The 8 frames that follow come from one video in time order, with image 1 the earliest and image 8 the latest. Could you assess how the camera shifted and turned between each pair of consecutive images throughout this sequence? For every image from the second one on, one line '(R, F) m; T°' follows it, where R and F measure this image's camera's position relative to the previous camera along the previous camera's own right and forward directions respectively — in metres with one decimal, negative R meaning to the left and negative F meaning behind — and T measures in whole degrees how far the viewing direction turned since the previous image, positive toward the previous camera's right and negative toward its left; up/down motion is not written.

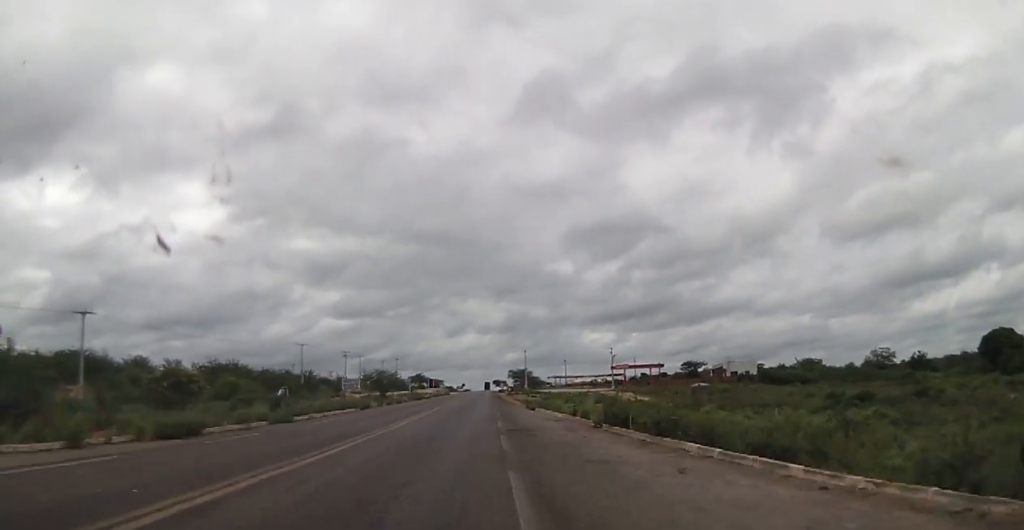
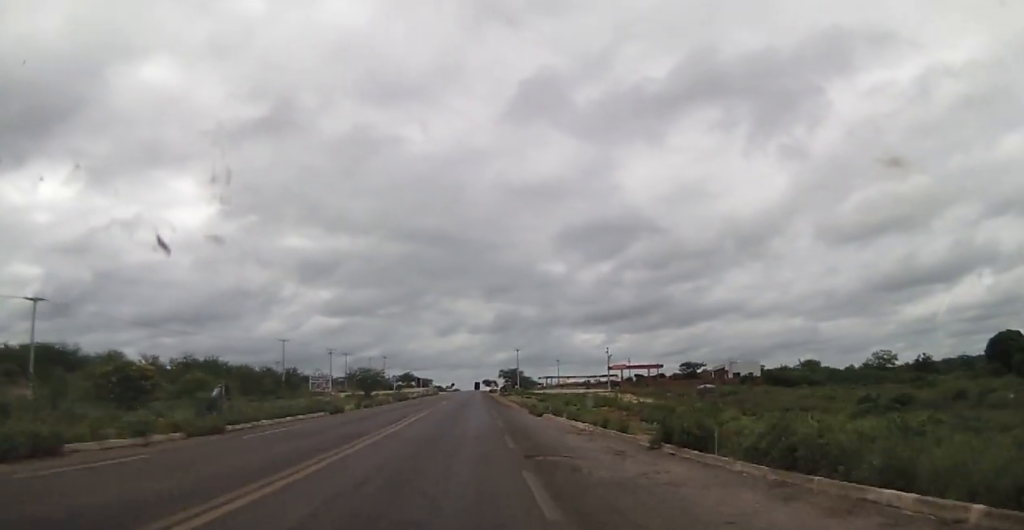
(0.0, +7.1) m; +1°
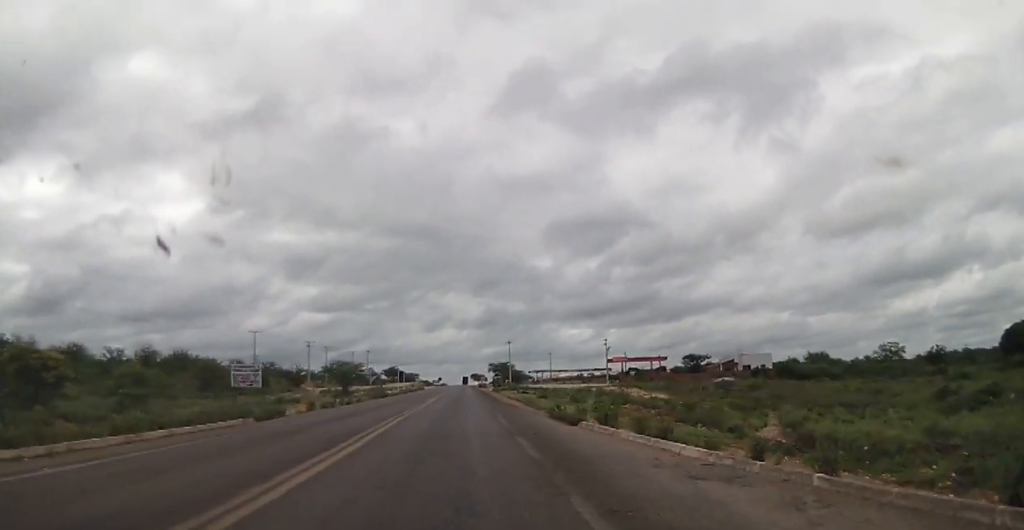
(+0.4, +11.5) m; +1°
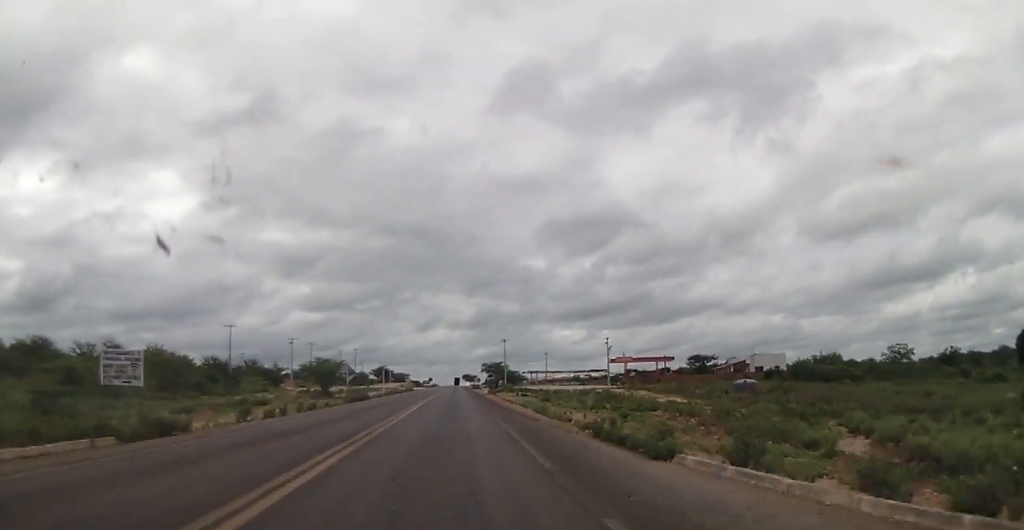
(0.0, +9.6) m; 0°
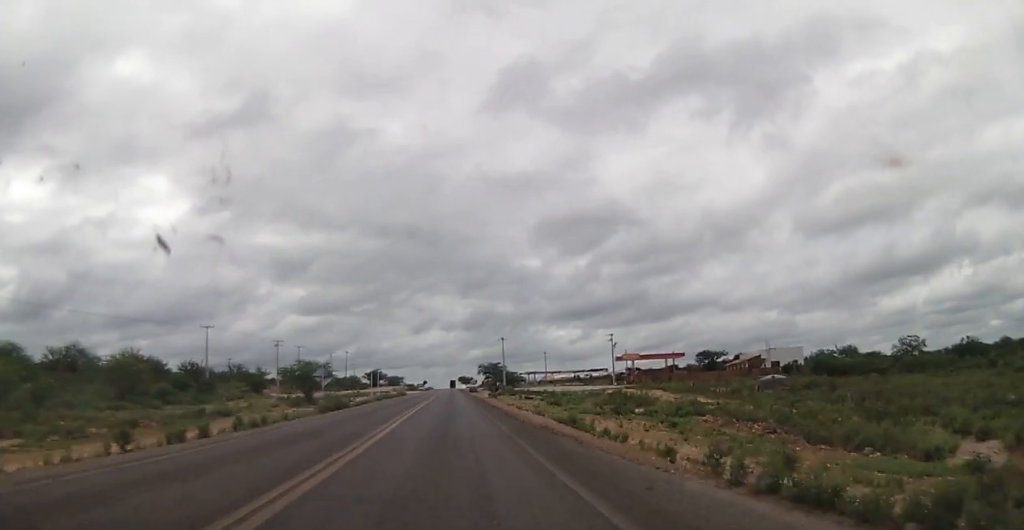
(0.0, +8.6) m; 0°
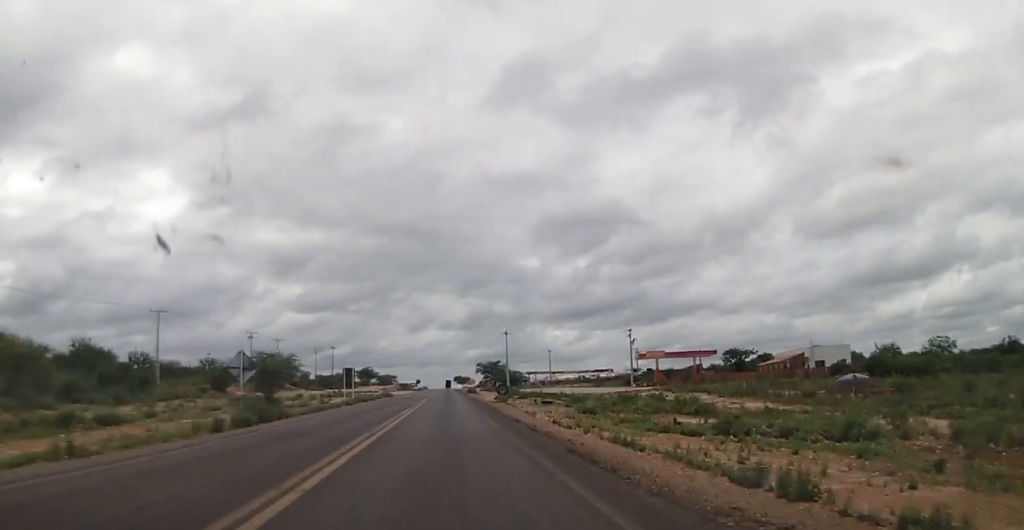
(0.0, +17.1) m; 0°
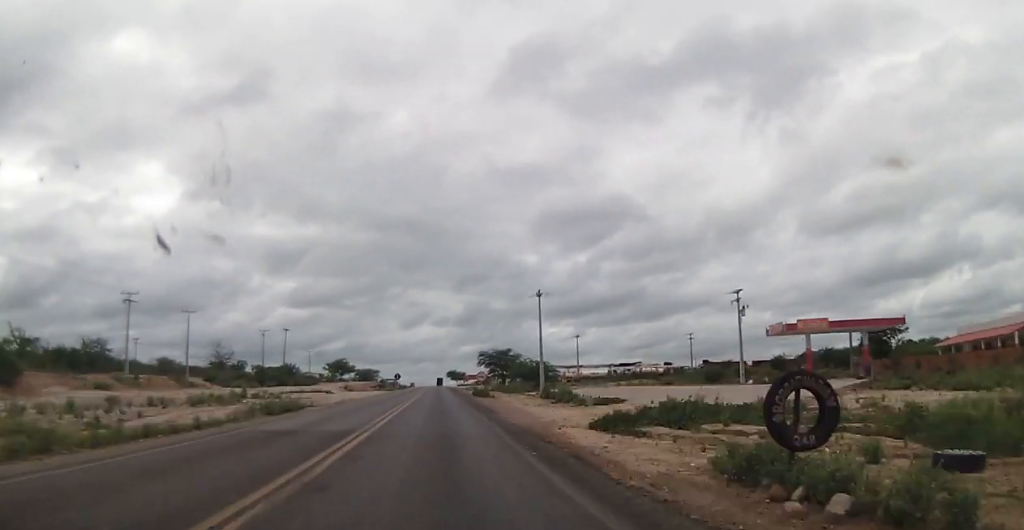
(+0.7, +49.6) m; +1°
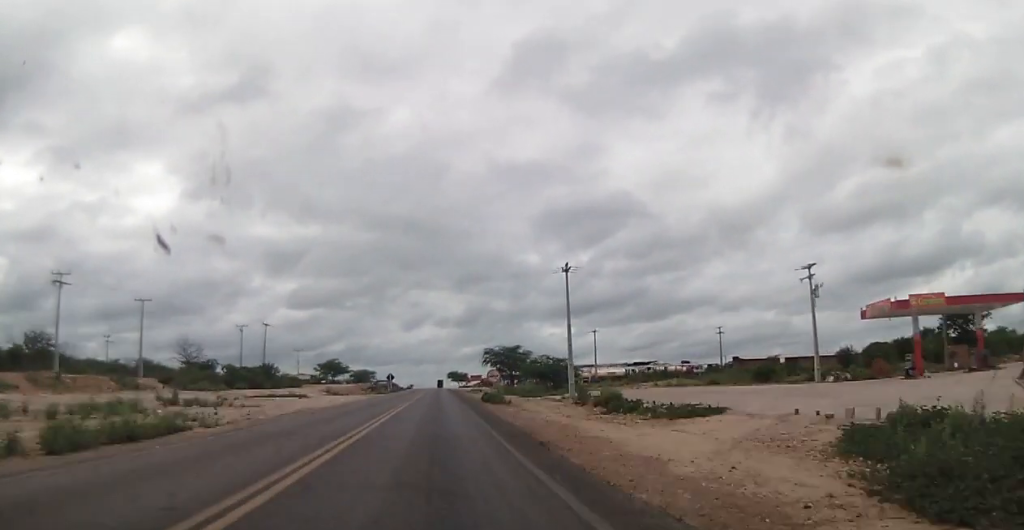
(+0.1, +16.3) m; +1°
